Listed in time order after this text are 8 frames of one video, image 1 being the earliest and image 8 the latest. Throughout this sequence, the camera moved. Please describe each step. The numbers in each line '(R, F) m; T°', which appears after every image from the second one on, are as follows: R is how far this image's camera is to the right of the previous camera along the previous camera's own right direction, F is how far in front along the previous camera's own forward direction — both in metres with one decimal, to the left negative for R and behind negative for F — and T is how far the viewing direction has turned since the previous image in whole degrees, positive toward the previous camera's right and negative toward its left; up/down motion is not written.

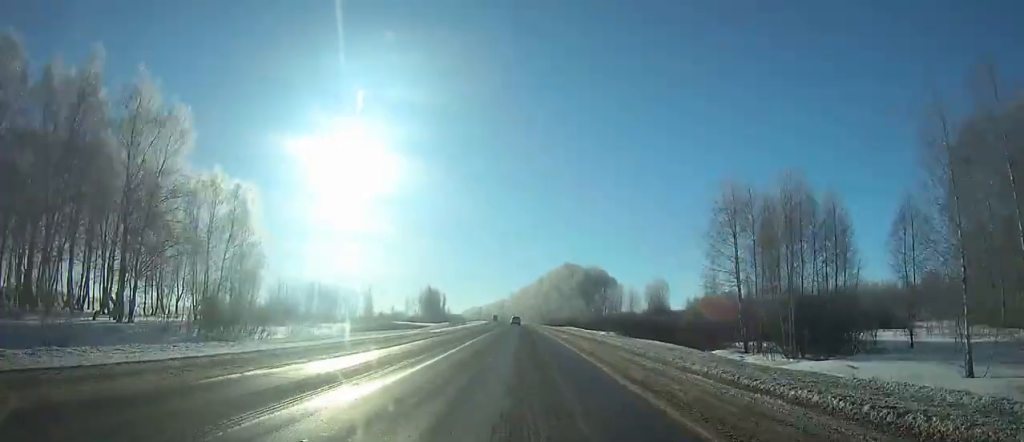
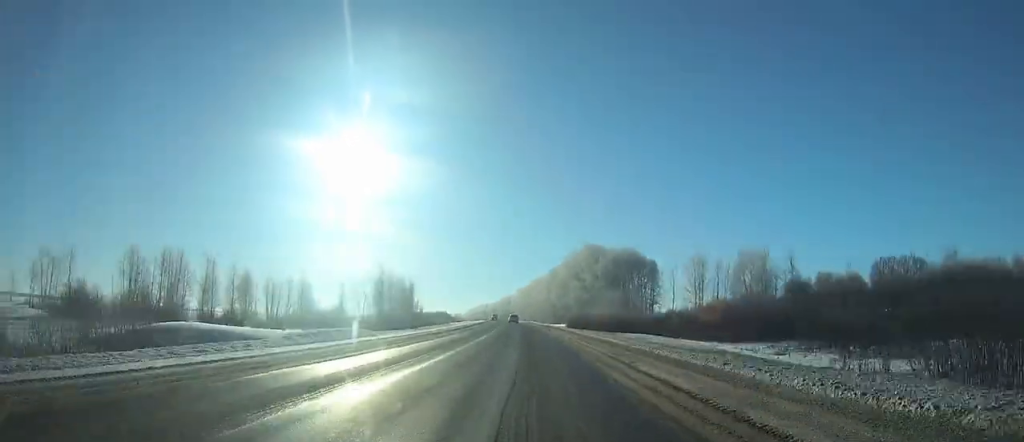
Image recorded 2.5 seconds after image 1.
(-0.4, +52.9) m; -1°
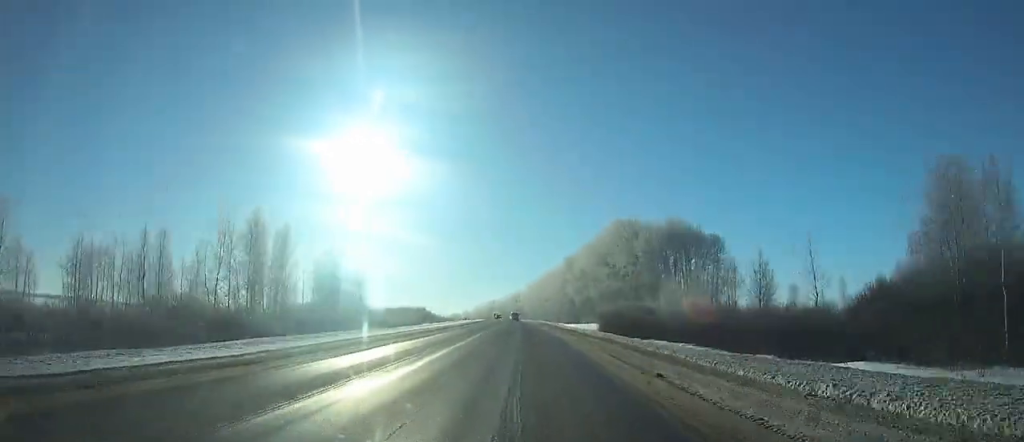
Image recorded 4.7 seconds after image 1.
(-0.4, +46.4) m; -1°
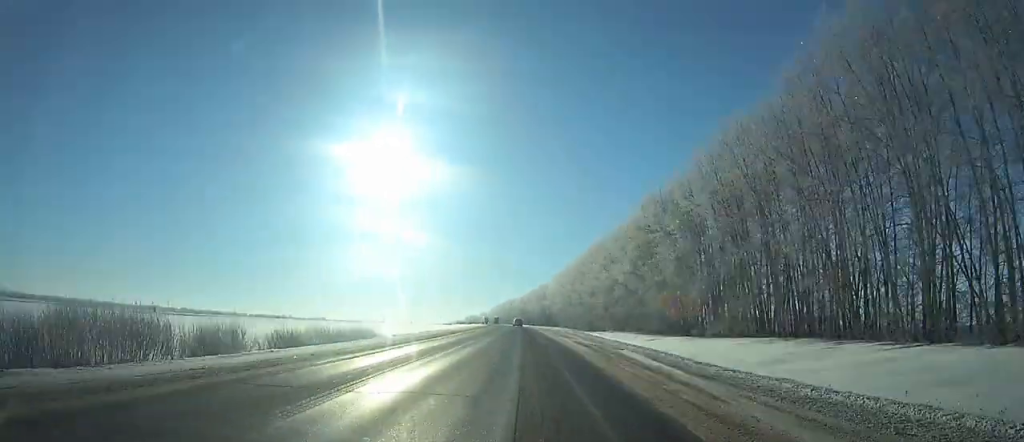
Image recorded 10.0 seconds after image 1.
(-2.4, +113.0) m; -2°
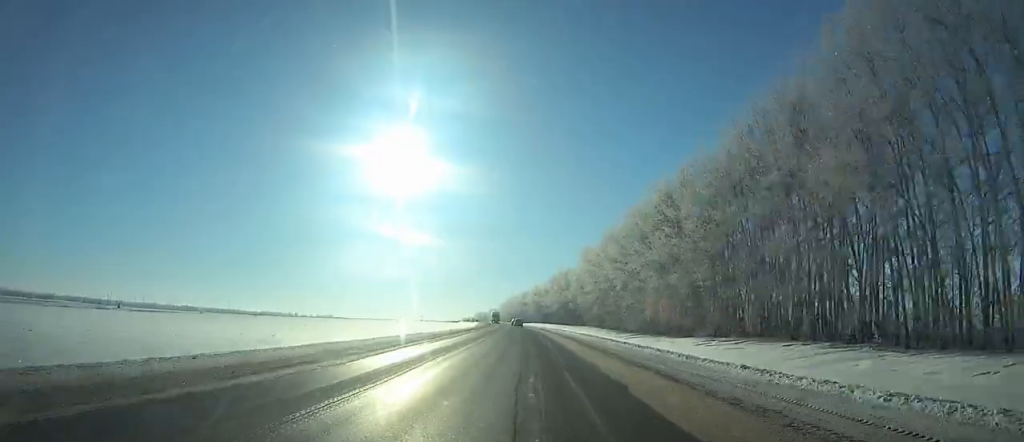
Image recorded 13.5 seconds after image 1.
(-1.0, +76.0) m; -1°
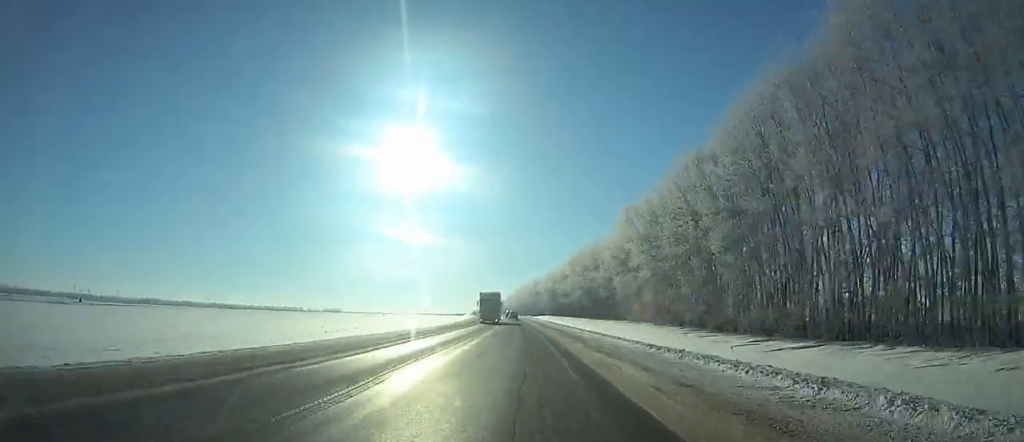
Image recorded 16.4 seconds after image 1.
(-0.6, +63.6) m; -1°
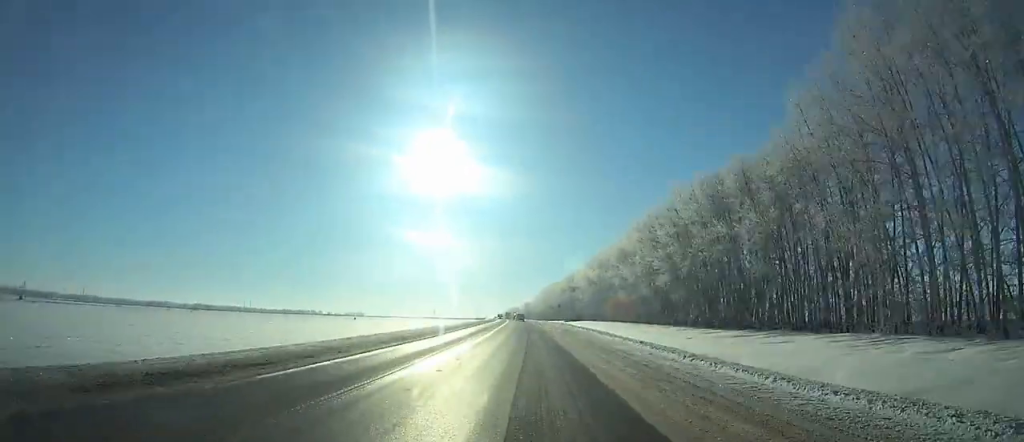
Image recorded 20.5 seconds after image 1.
(-1.9, +90.4) m; -2°
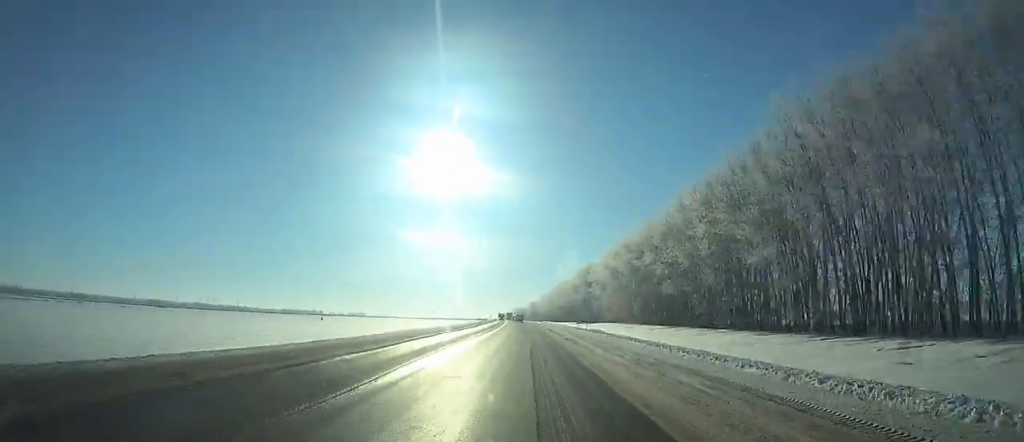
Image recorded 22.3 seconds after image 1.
(-0.4, +39.8) m; -1°
